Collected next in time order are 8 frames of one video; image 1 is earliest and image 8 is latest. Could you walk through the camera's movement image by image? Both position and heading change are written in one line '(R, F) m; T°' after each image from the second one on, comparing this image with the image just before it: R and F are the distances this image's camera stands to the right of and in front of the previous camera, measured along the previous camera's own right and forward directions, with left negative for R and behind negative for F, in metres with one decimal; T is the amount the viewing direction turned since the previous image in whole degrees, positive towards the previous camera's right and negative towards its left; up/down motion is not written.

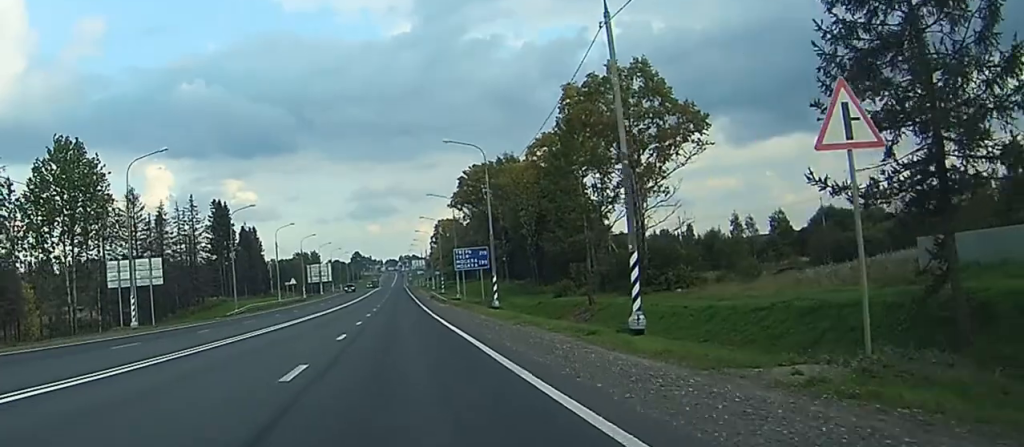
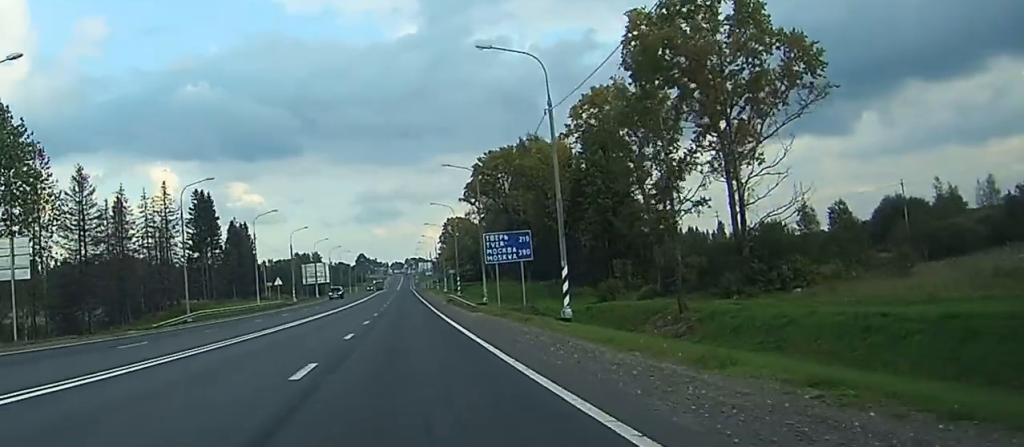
(0.0, +23.9) m; 0°
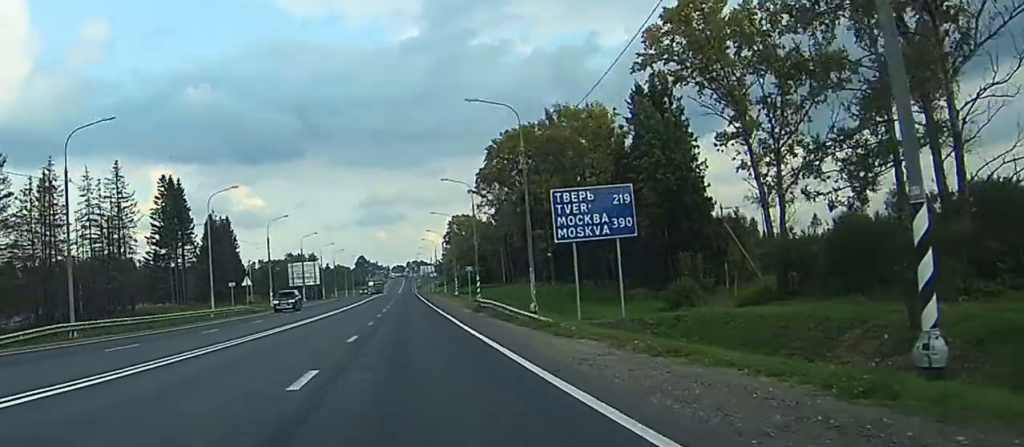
(0.0, +25.5) m; 0°
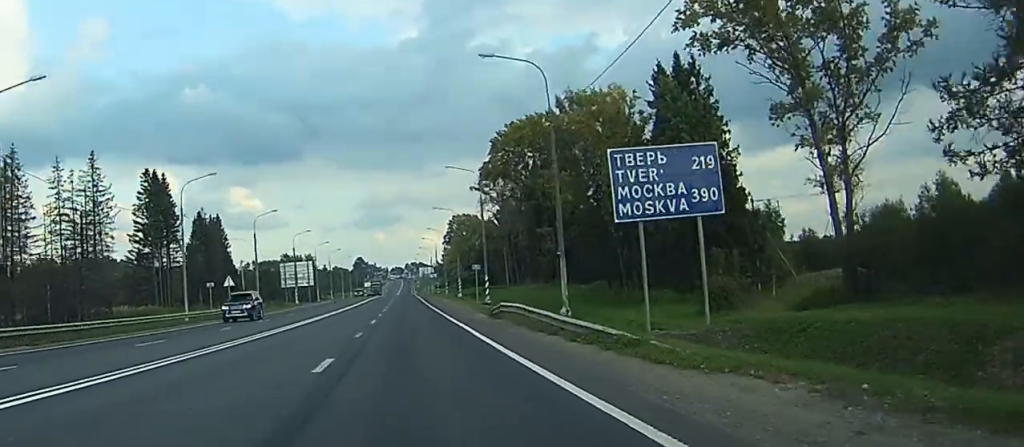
(0.0, +9.3) m; 0°
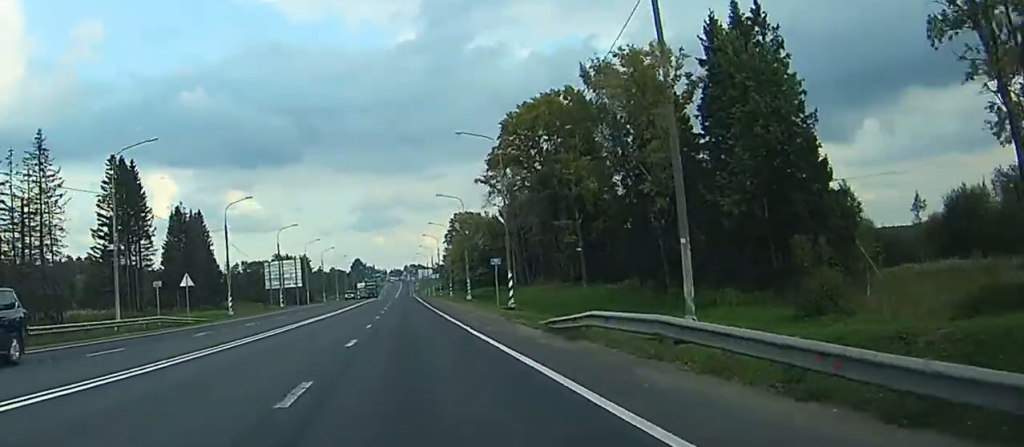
(0.0, +16.5) m; 0°
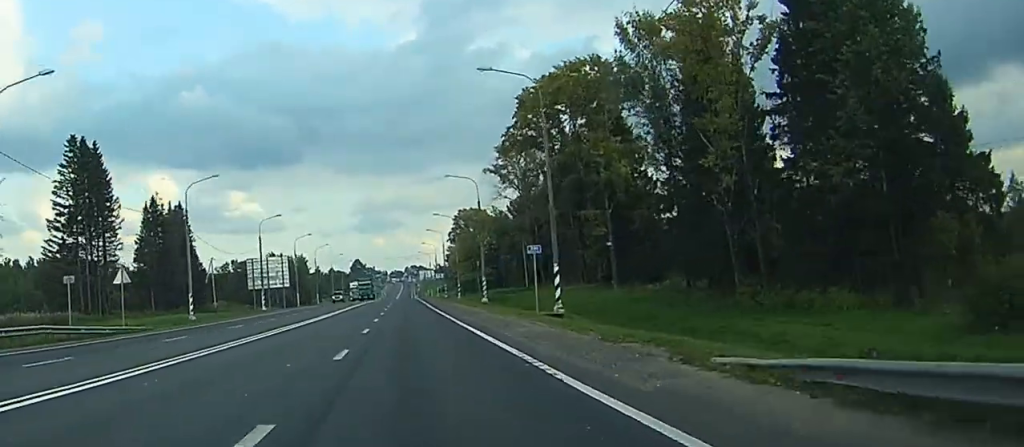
(0.0, +16.6) m; 0°
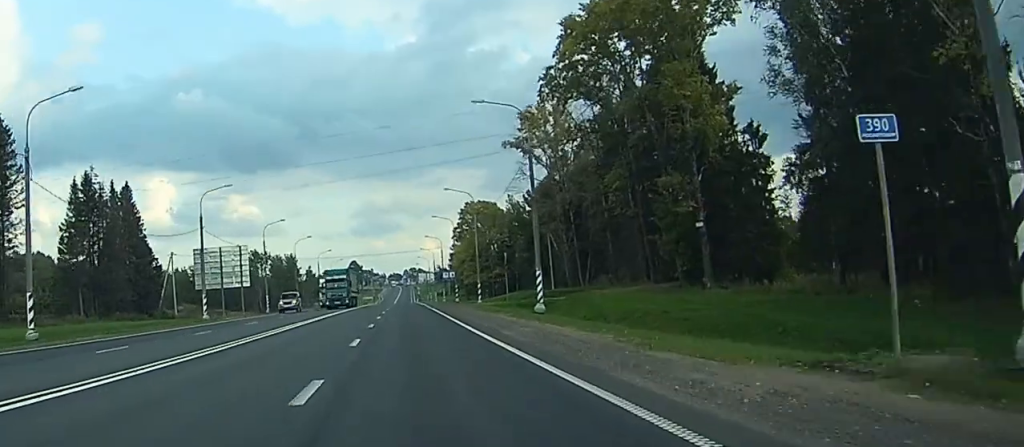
(-0.1, +31.3) m; 0°
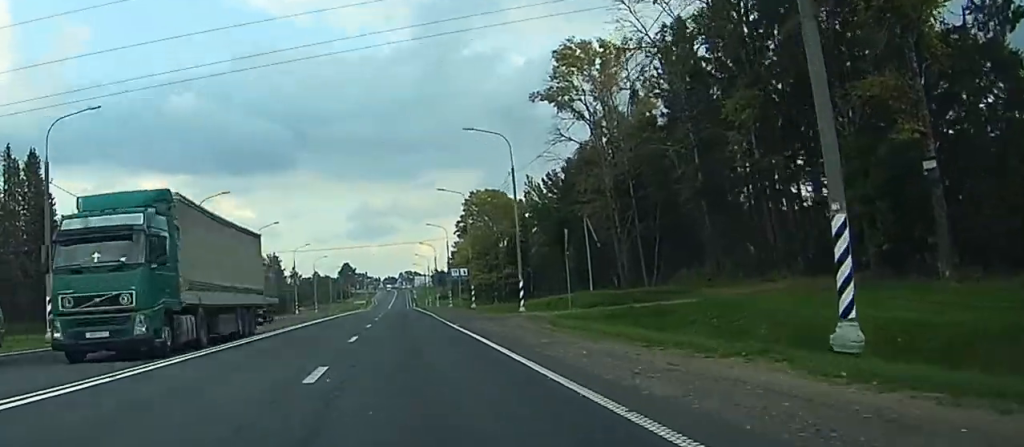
(-0.1, +33.0) m; 0°
